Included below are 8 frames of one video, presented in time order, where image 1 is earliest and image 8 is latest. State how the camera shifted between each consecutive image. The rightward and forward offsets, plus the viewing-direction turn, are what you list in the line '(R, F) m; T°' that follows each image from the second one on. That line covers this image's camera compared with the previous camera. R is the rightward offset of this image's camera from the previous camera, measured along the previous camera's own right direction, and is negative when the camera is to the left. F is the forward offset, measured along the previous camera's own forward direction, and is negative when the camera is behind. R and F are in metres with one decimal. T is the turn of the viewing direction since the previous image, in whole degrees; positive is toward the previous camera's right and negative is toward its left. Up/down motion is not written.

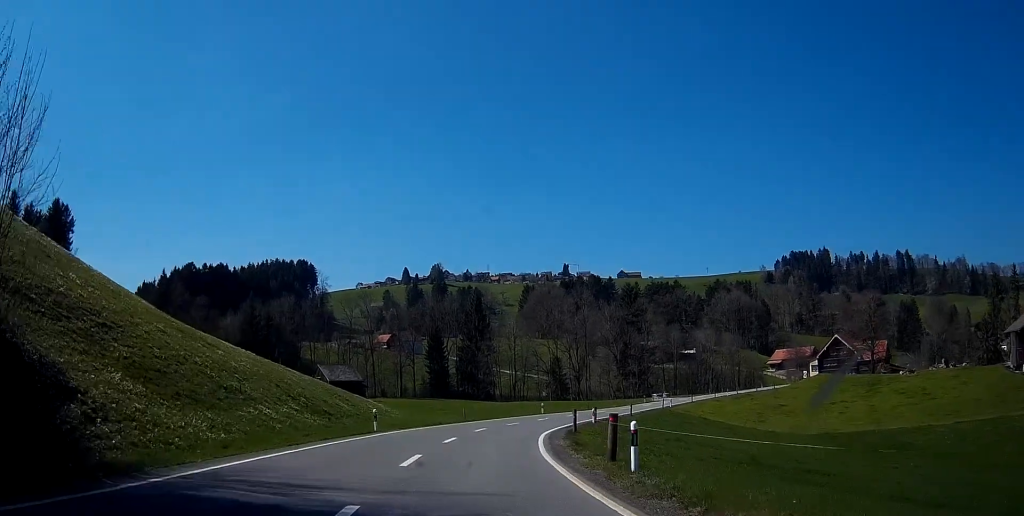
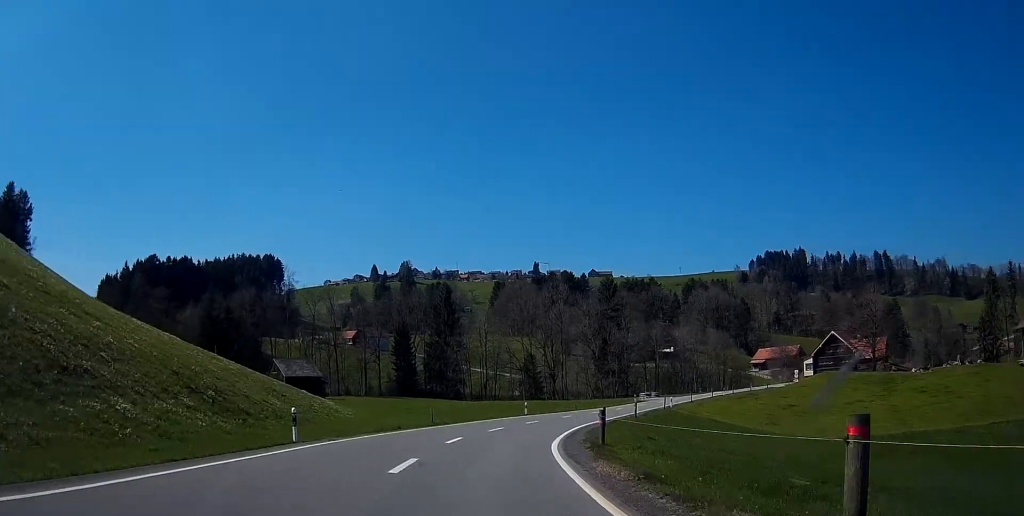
(+0.1, +11.3) m; +3°
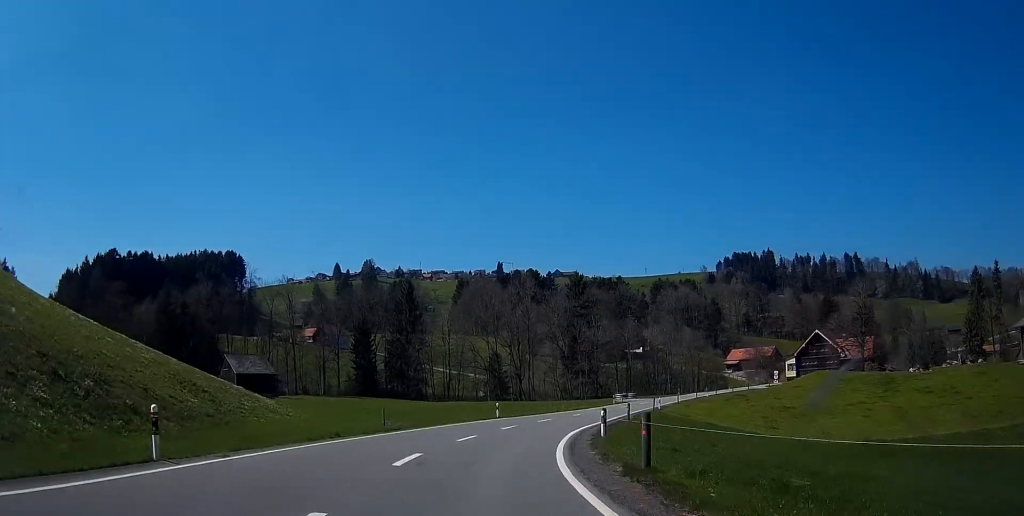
(0.0, +7.9) m; +3°
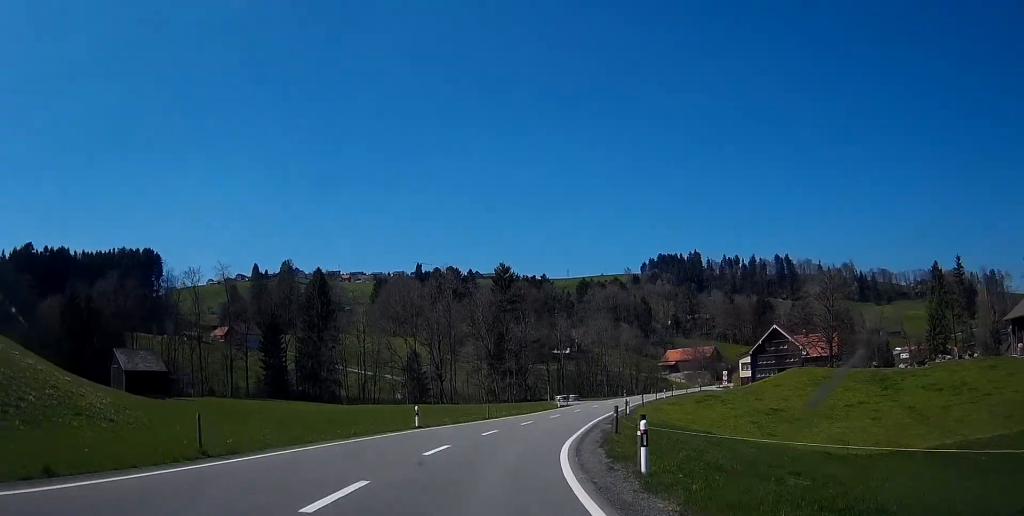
(+0.9, +14.6) m; +7°
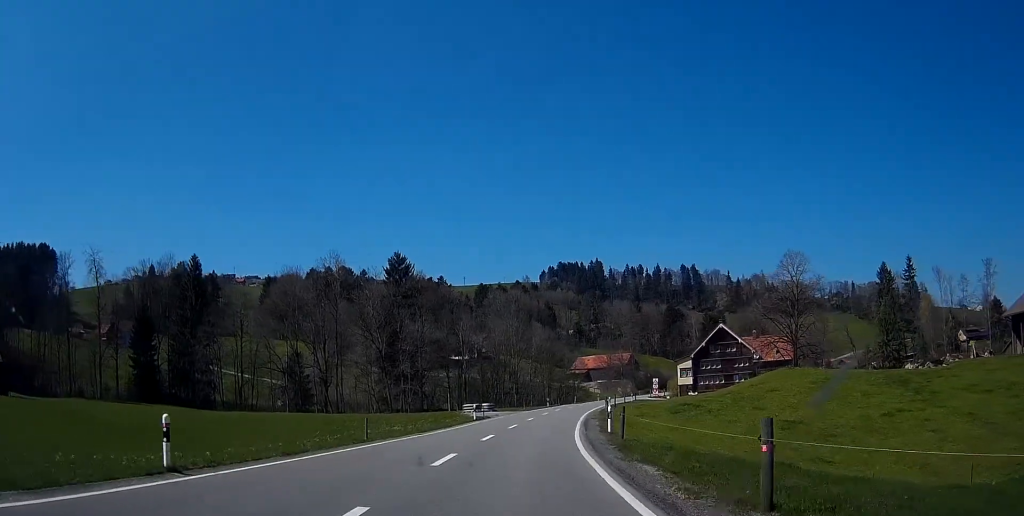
(+1.9, +20.4) m; +9°
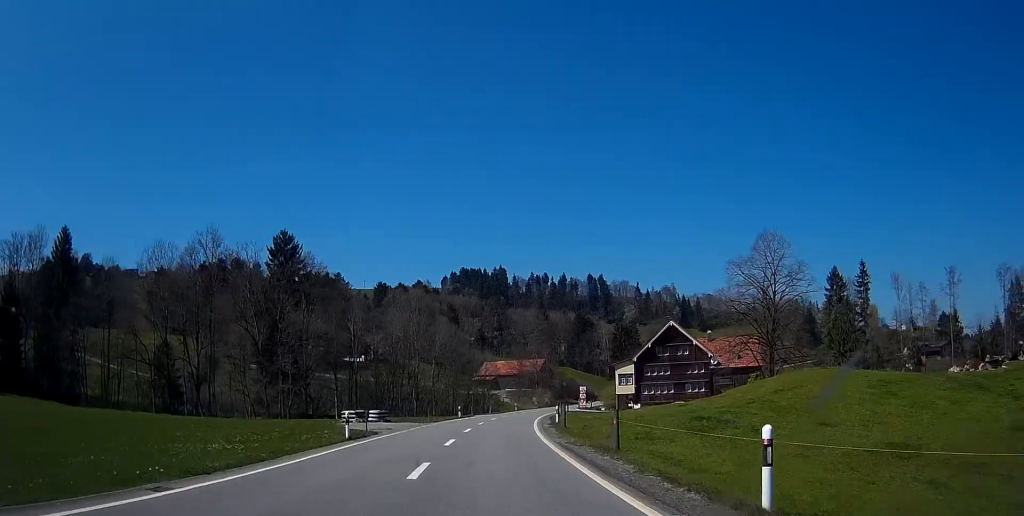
(+0.9, +20.6) m; +4°
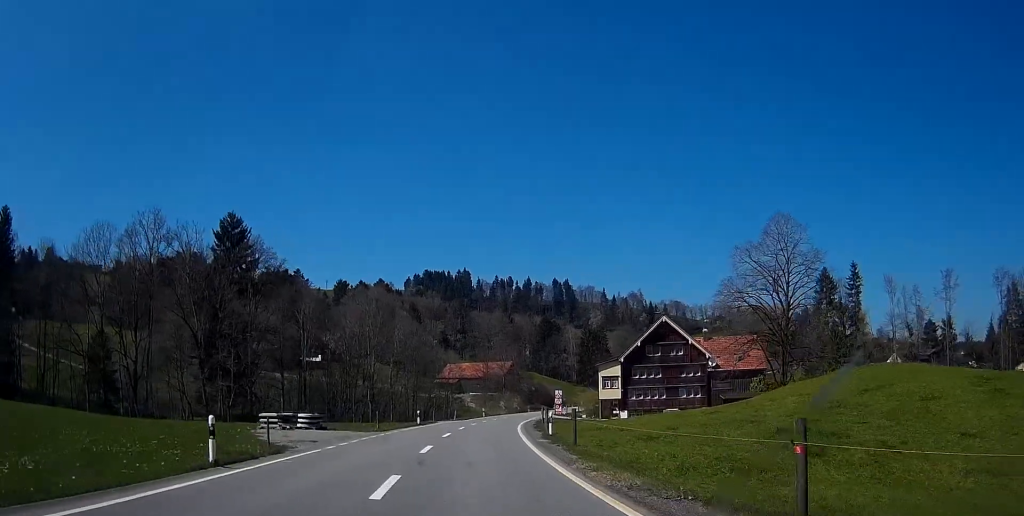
(+0.2, +11.6) m; +2°
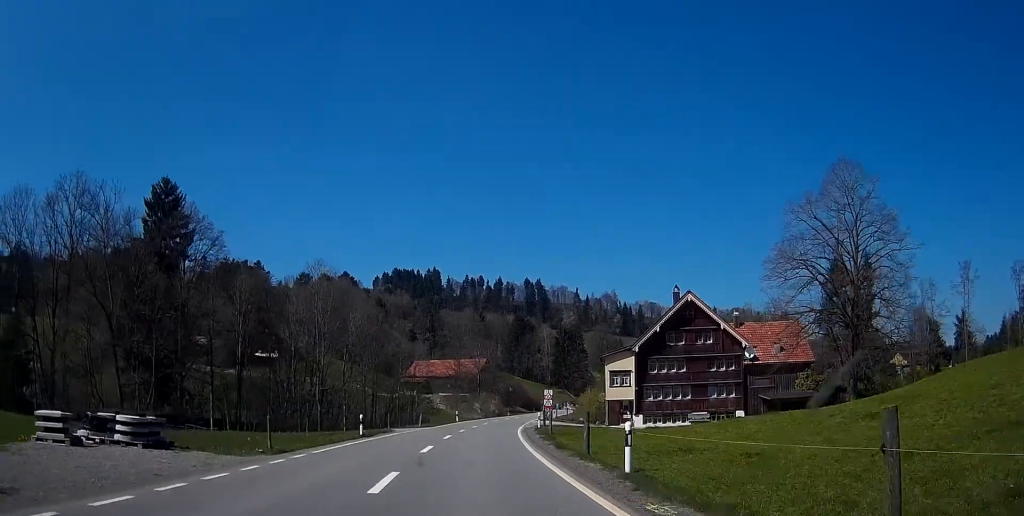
(+0.5, +17.5) m; +3°
